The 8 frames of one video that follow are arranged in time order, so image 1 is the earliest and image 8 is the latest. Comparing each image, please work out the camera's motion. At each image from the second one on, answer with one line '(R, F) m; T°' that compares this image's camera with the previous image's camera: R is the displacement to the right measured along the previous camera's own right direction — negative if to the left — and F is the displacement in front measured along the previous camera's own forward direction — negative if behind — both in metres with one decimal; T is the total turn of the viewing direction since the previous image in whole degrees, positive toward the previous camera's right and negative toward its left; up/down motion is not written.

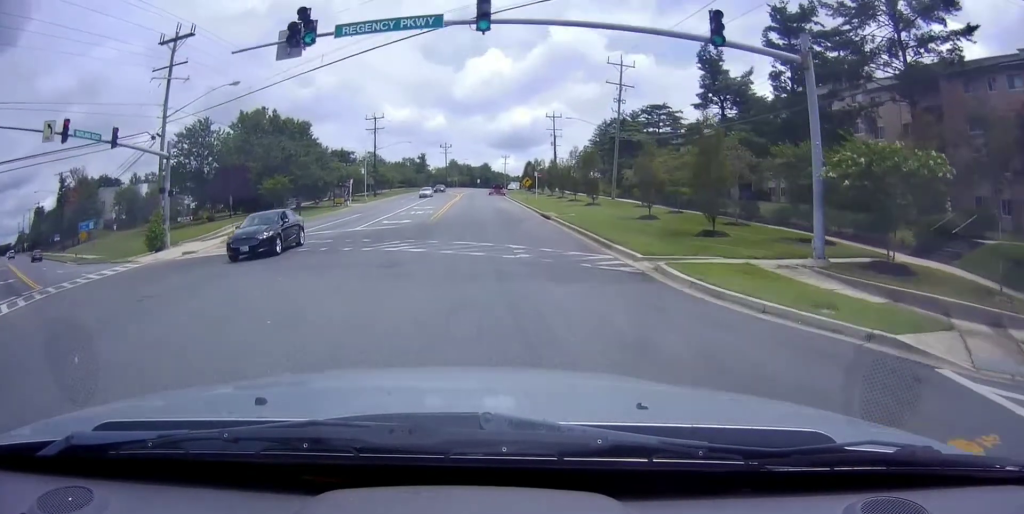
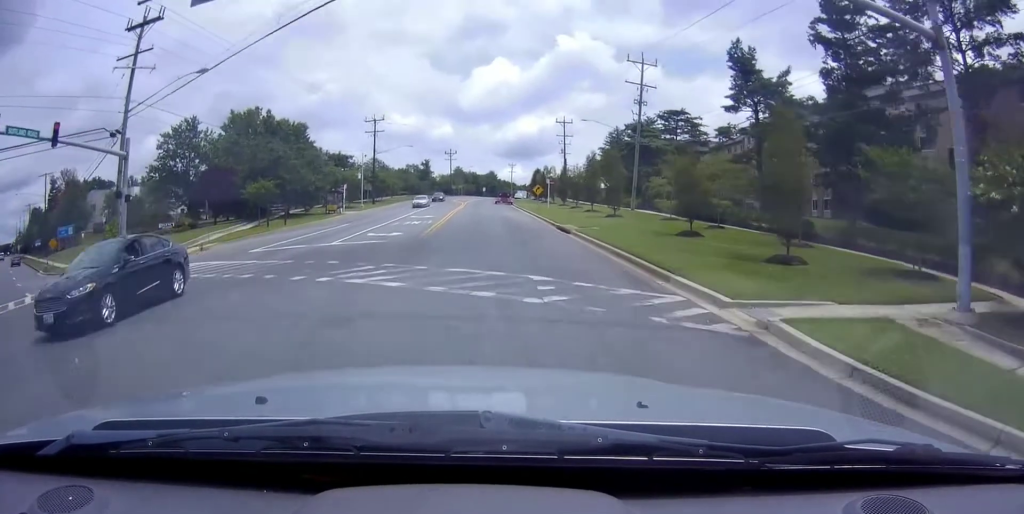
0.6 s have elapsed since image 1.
(+0.1, +6.5) m; -1°
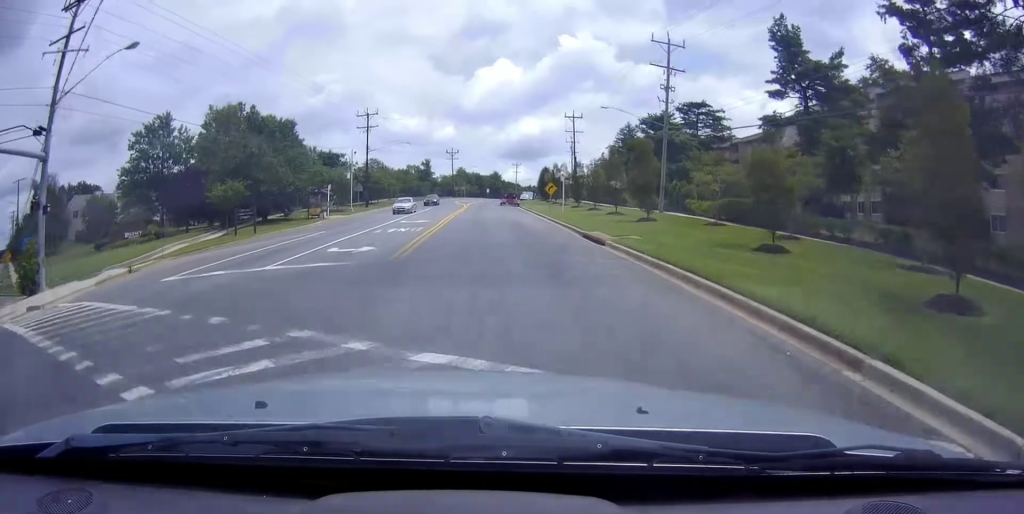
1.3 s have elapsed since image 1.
(-0.2, +8.3) m; 0°
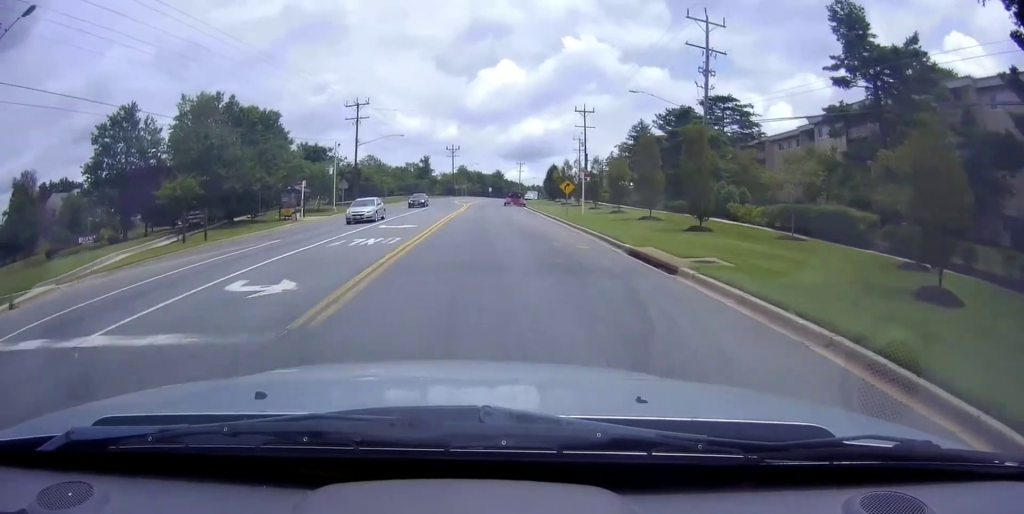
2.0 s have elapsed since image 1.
(-0.1, +8.8) m; +1°
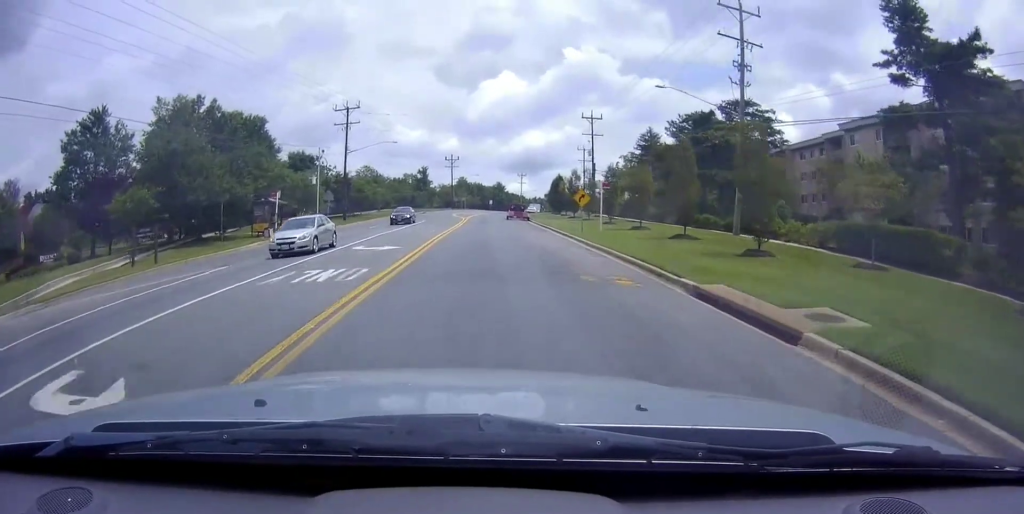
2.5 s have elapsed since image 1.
(+0.2, +6.2) m; +1°
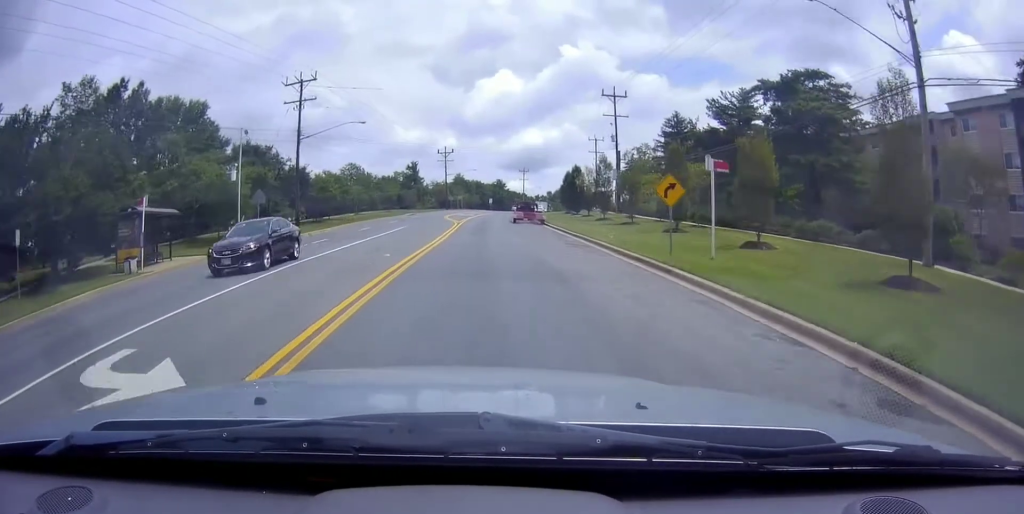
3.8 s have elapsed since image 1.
(+0.3, +17.6) m; +1°
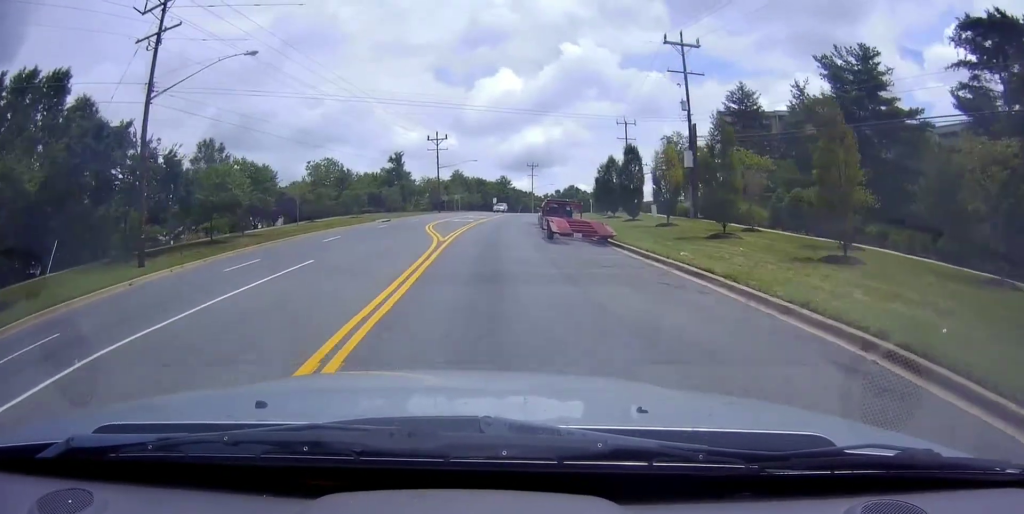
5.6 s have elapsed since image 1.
(-0.8, +25.9) m; 0°
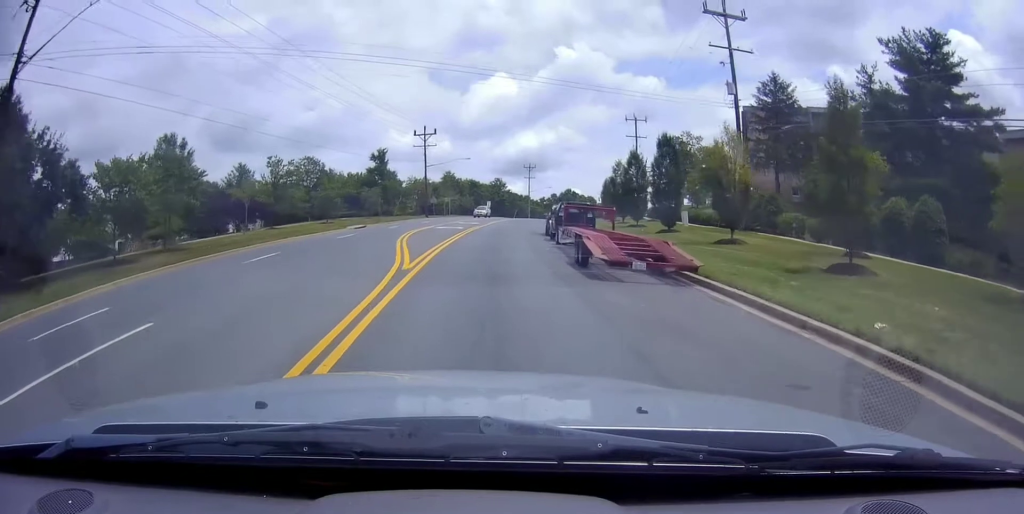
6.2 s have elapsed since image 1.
(+0.3, +10.2) m; +1°
